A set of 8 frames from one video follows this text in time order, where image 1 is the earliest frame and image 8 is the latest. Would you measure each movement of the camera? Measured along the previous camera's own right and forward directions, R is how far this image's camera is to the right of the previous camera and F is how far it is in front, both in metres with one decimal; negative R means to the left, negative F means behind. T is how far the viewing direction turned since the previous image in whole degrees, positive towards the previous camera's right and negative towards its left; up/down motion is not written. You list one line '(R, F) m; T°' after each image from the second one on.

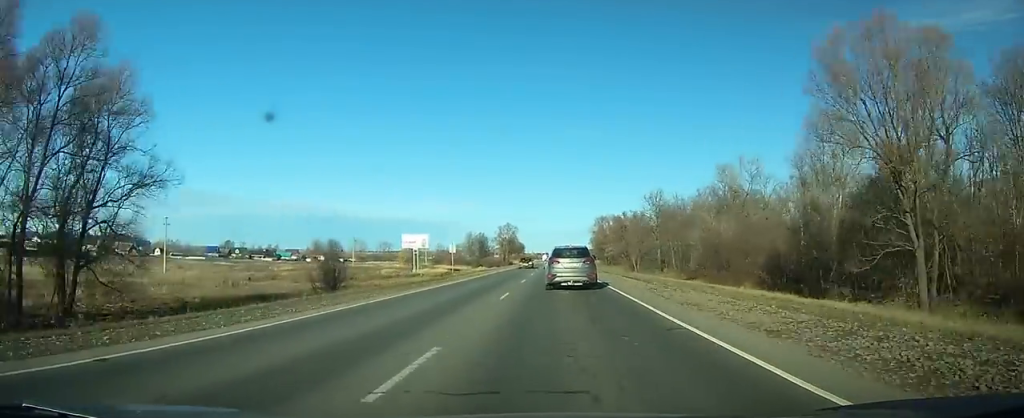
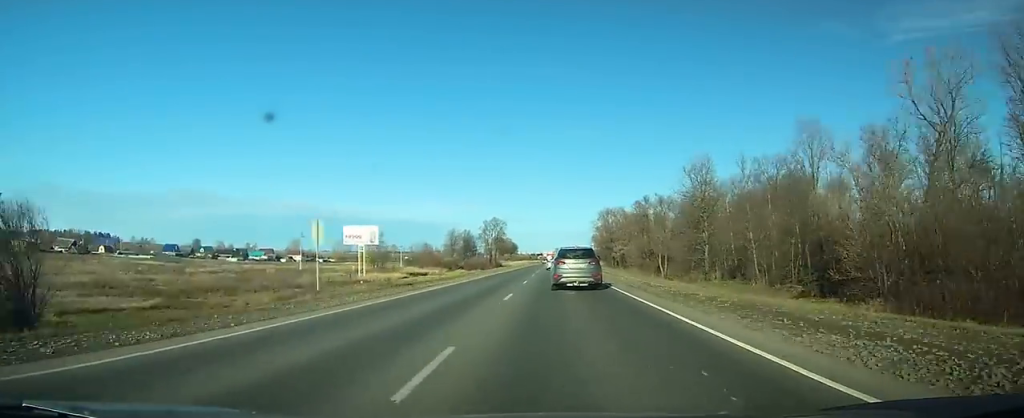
(-0.1, +36.6) m; 0°
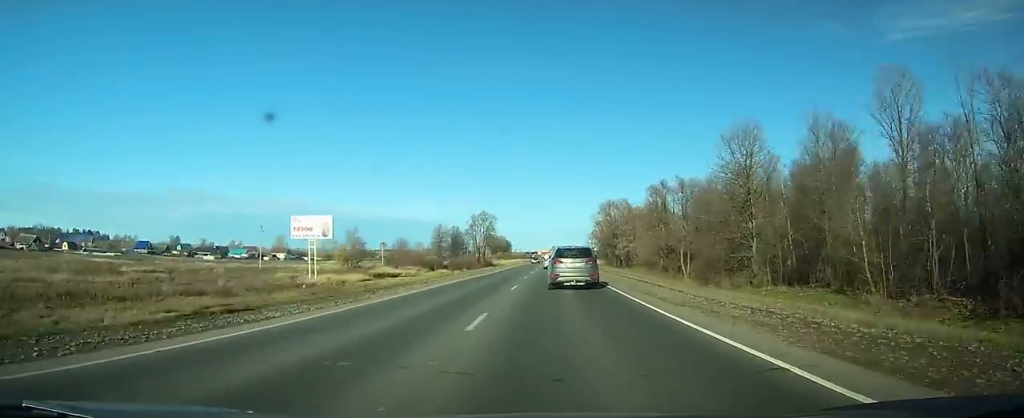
(+0.1, +19.4) m; 0°
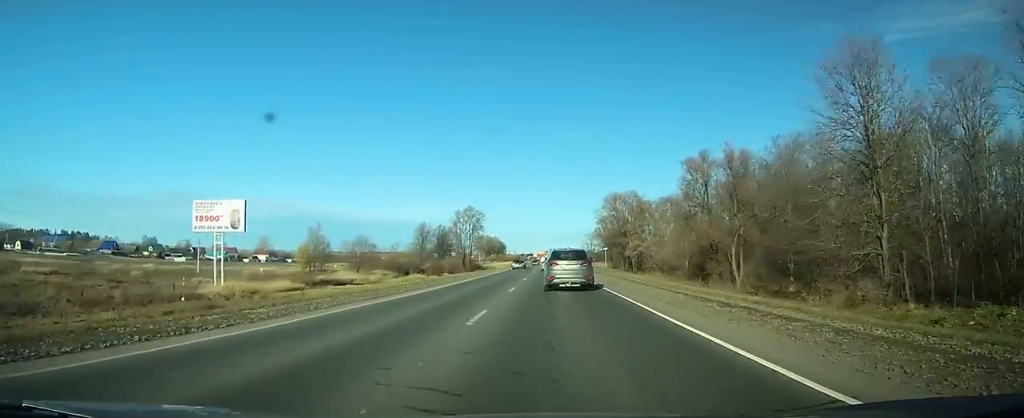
(0.0, +23.6) m; 0°
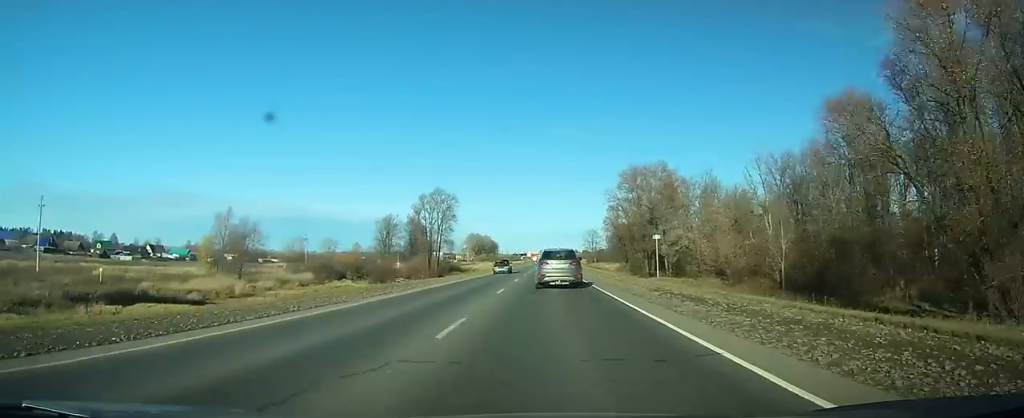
(+0.2, +39.2) m; +1°
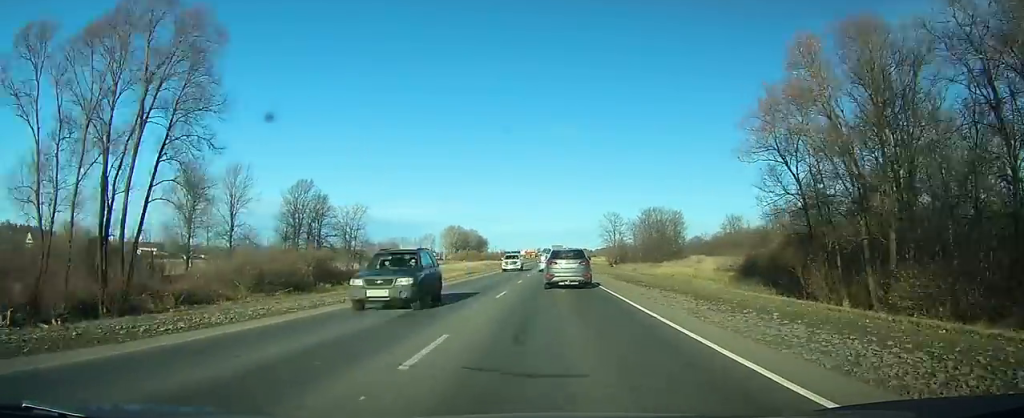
(+0.5, +87.6) m; +1°
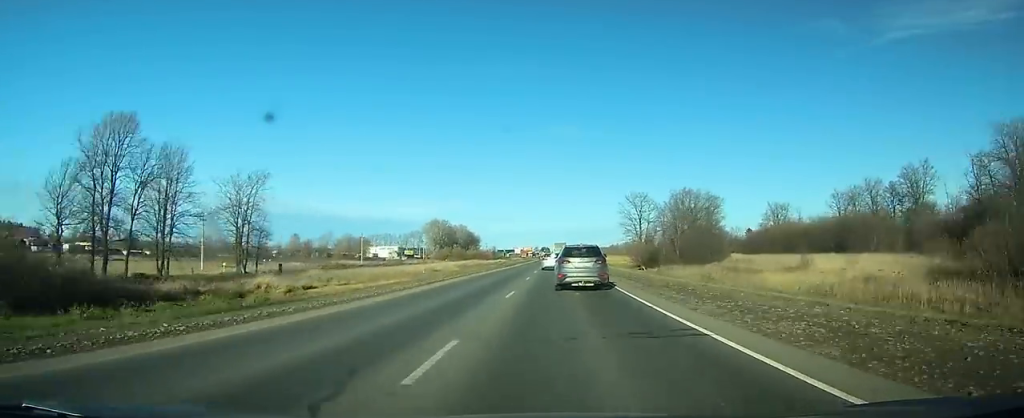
(+0.2, +48.7) m; 0°
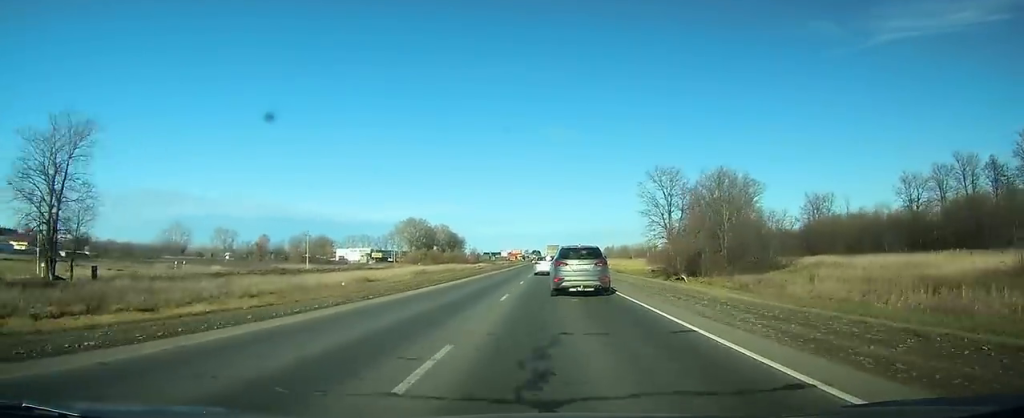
(0.0, +36.7) m; 0°
